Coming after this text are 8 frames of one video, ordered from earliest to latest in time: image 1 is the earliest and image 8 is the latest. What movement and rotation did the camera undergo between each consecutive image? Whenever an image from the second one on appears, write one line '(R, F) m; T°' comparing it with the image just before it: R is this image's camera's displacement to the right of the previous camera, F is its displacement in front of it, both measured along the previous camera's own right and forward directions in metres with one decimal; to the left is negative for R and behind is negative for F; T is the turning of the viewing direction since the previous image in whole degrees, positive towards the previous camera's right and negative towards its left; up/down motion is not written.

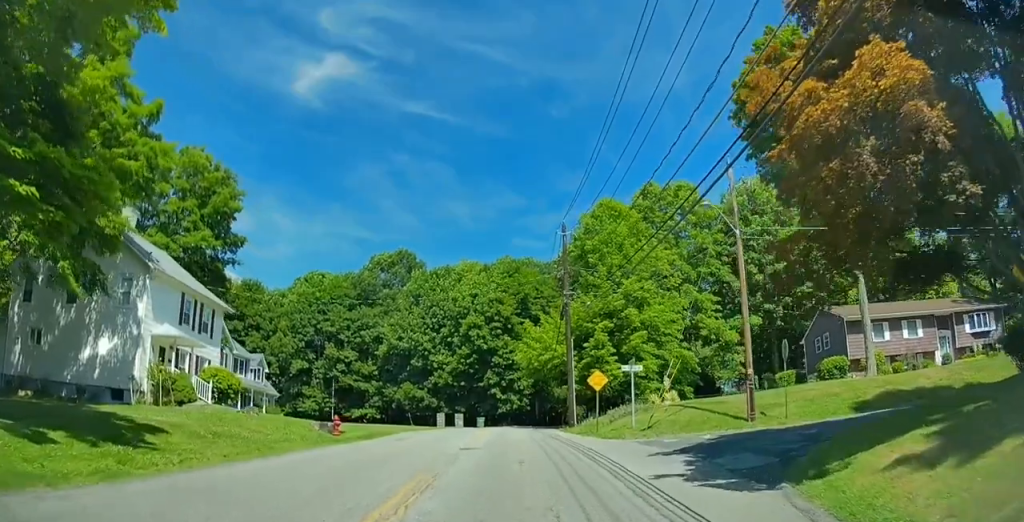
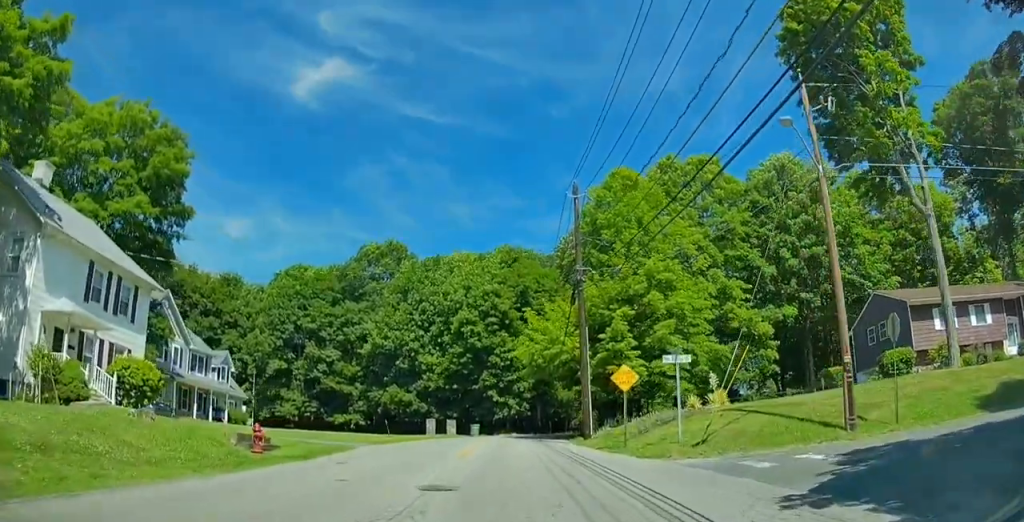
(+0.1, +8.1) m; 0°
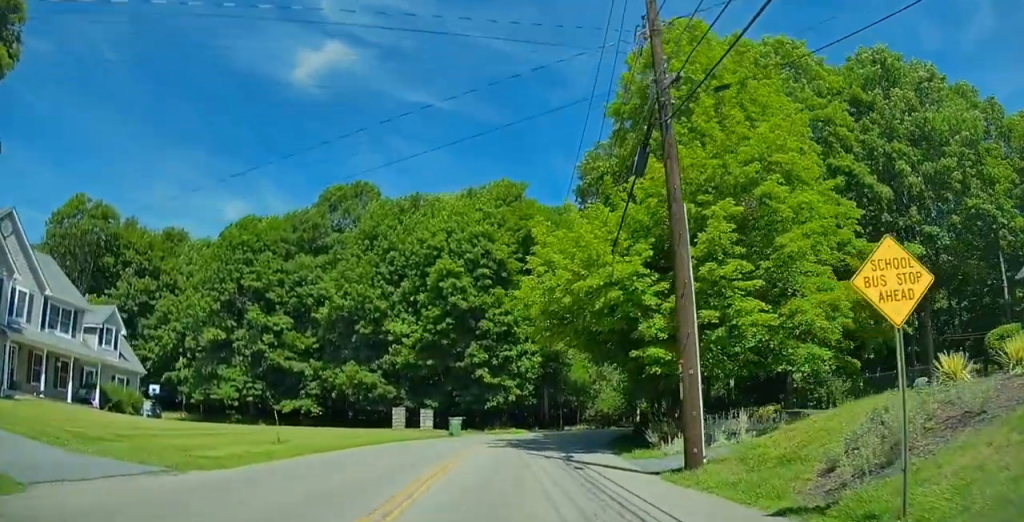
(0.0, +18.6) m; -5°
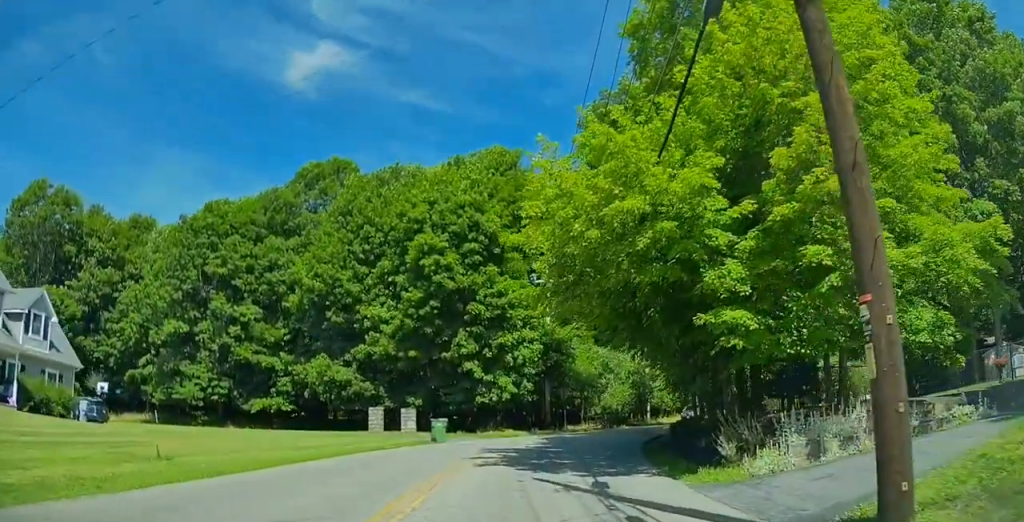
(-0.2, +7.0) m; -3°
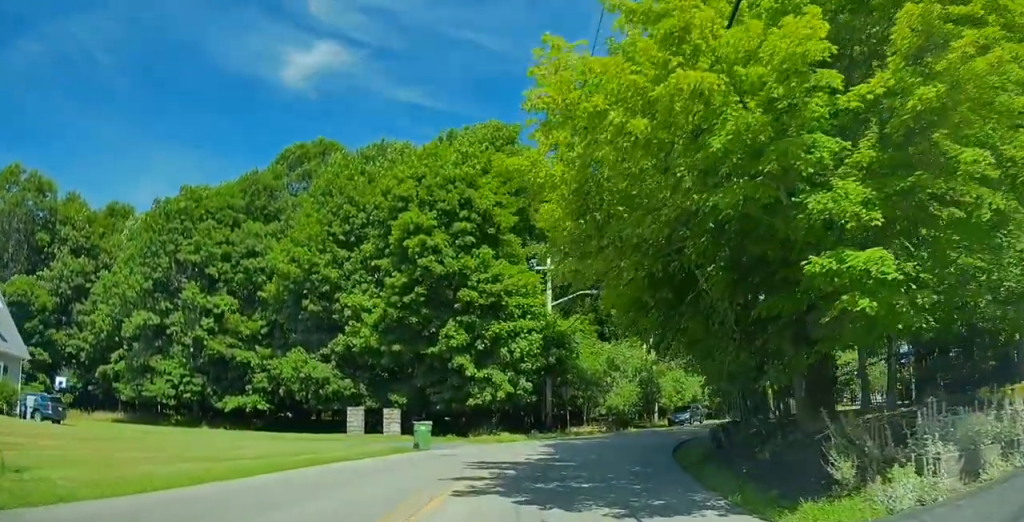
(-1.5, +4.4) m; +6°
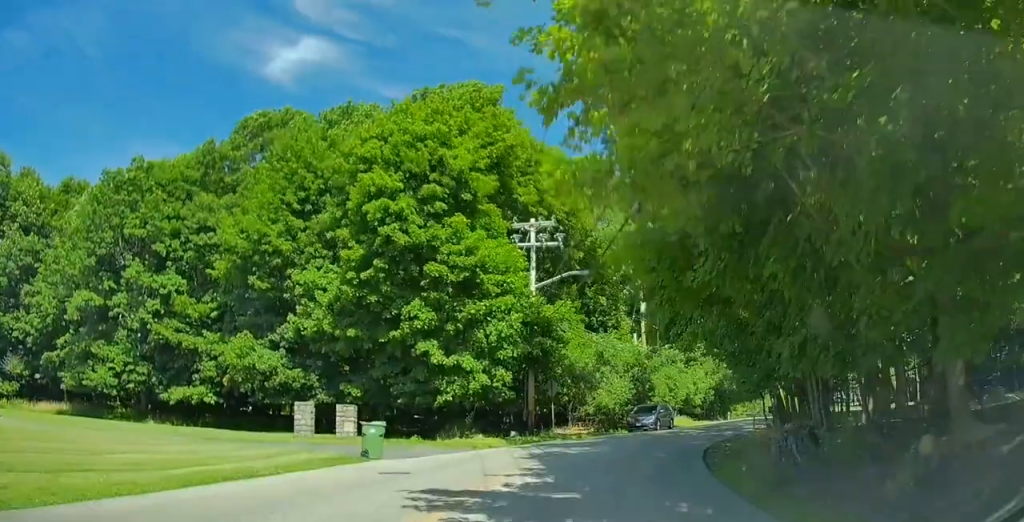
(+1.2, +5.4) m; +8°
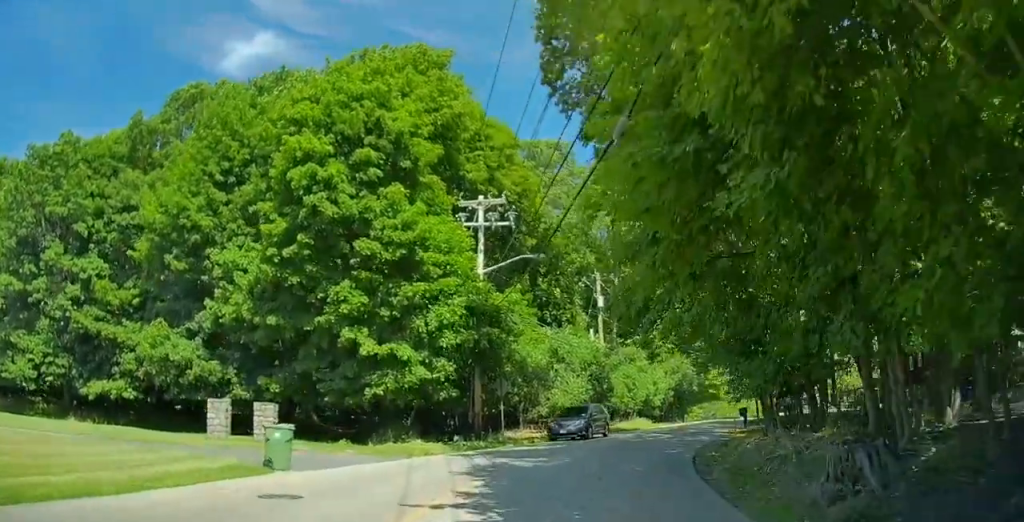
(+1.2, +4.2) m; +6°
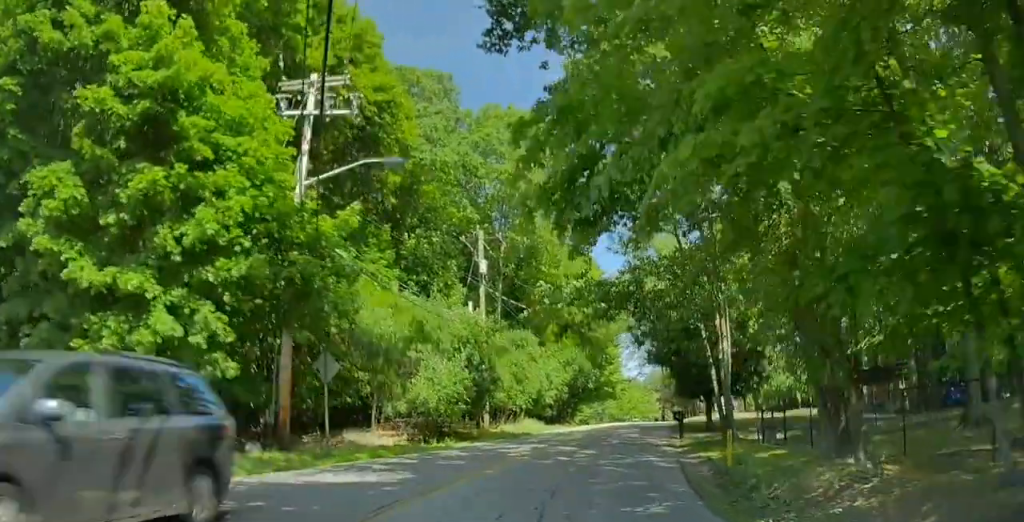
(-1.1, +11.8) m; -3°
